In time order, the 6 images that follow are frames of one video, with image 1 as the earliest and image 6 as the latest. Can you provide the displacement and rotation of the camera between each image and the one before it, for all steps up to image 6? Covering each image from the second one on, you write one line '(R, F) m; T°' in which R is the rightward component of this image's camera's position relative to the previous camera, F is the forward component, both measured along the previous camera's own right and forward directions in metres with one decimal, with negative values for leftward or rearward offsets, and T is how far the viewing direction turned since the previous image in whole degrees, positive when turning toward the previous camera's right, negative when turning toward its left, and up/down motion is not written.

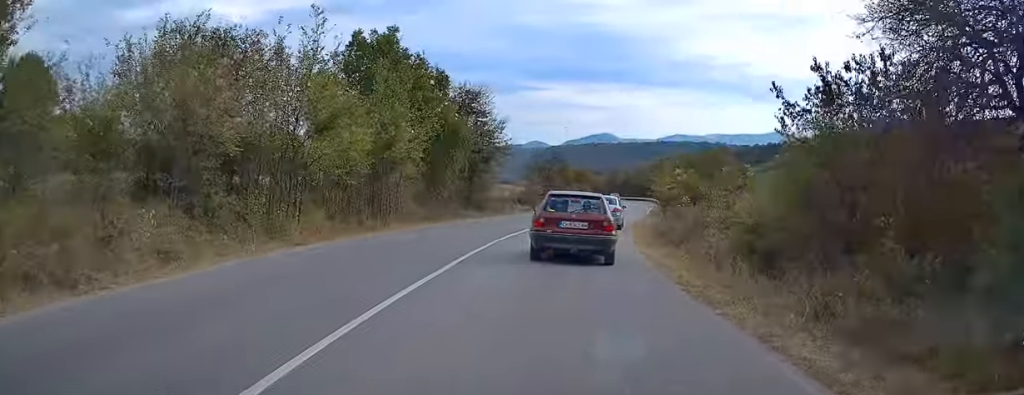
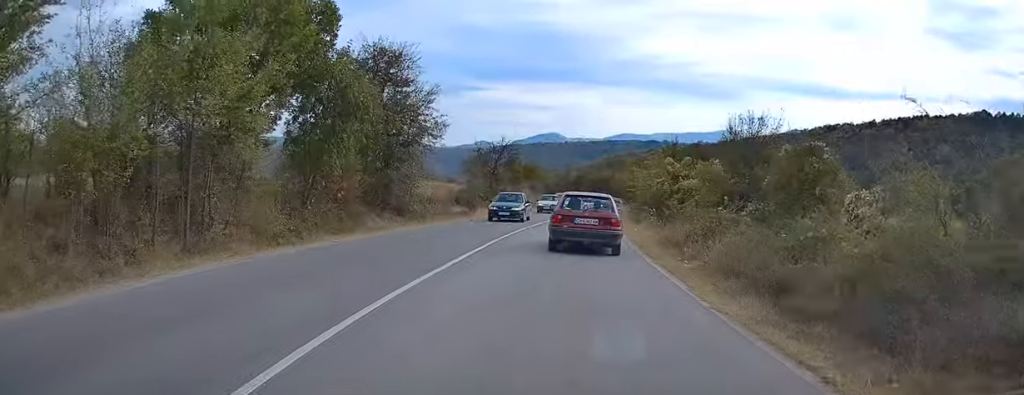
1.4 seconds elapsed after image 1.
(+0.2, +13.9) m; +4°
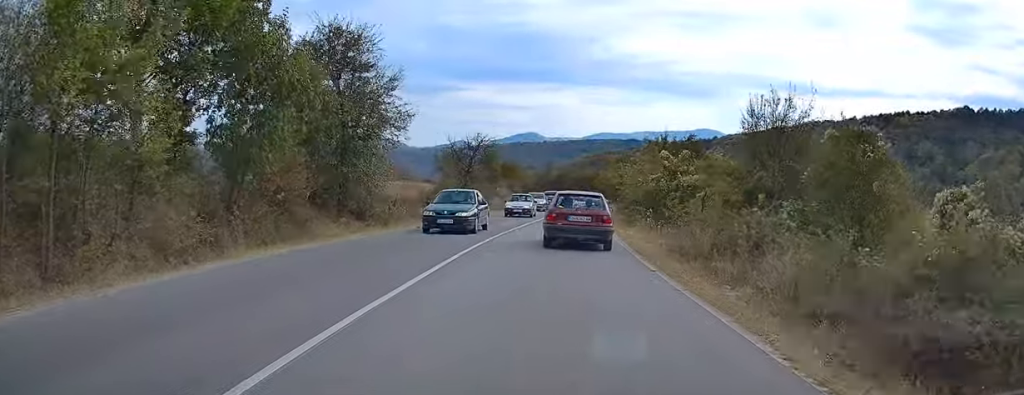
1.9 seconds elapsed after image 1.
(+0.2, +4.6) m; +2°
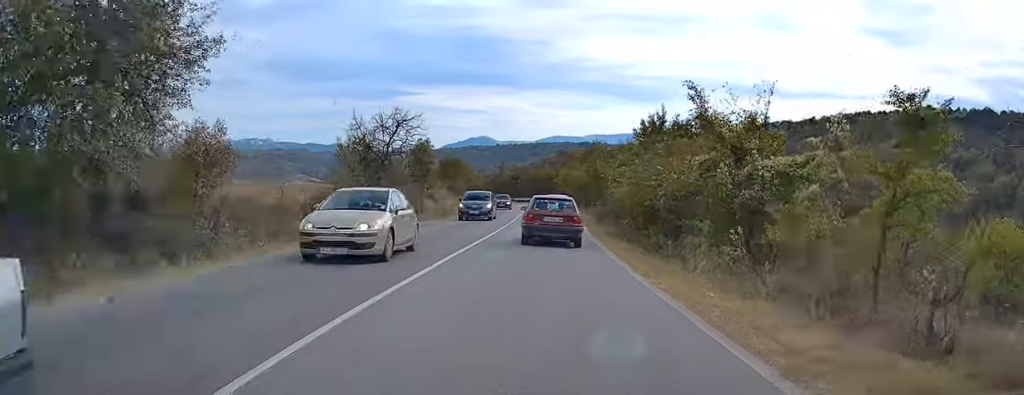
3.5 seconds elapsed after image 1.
(+0.8, +16.8) m; +5°
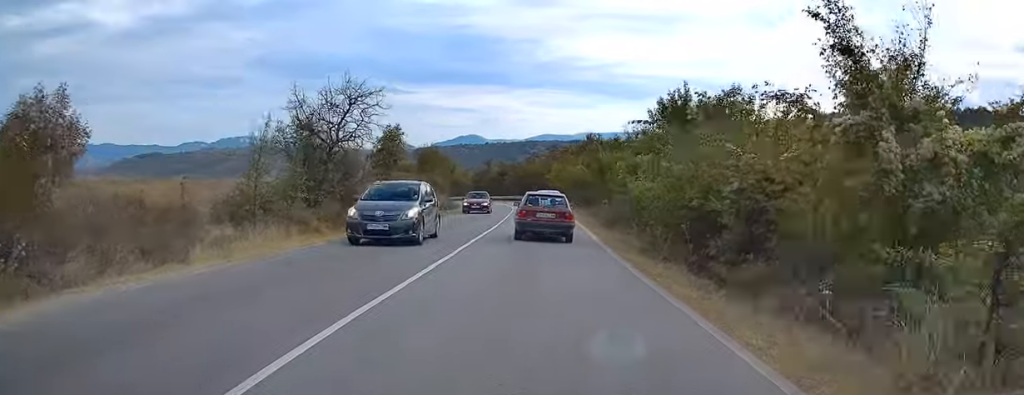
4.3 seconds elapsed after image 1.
(+0.3, +8.3) m; +1°
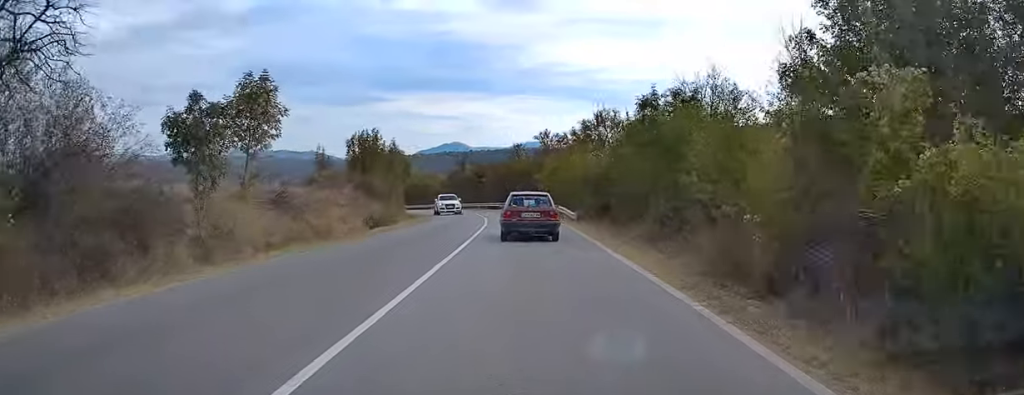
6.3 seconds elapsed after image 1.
(0.0, +20.7) m; +1°
